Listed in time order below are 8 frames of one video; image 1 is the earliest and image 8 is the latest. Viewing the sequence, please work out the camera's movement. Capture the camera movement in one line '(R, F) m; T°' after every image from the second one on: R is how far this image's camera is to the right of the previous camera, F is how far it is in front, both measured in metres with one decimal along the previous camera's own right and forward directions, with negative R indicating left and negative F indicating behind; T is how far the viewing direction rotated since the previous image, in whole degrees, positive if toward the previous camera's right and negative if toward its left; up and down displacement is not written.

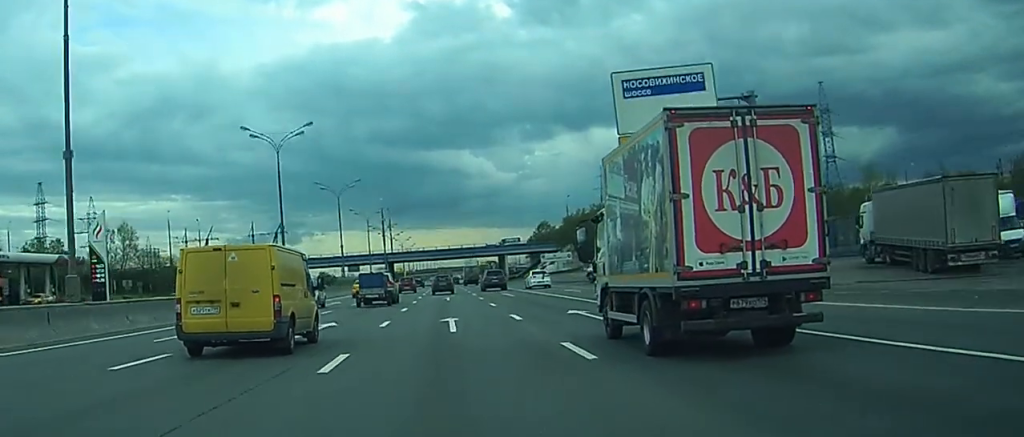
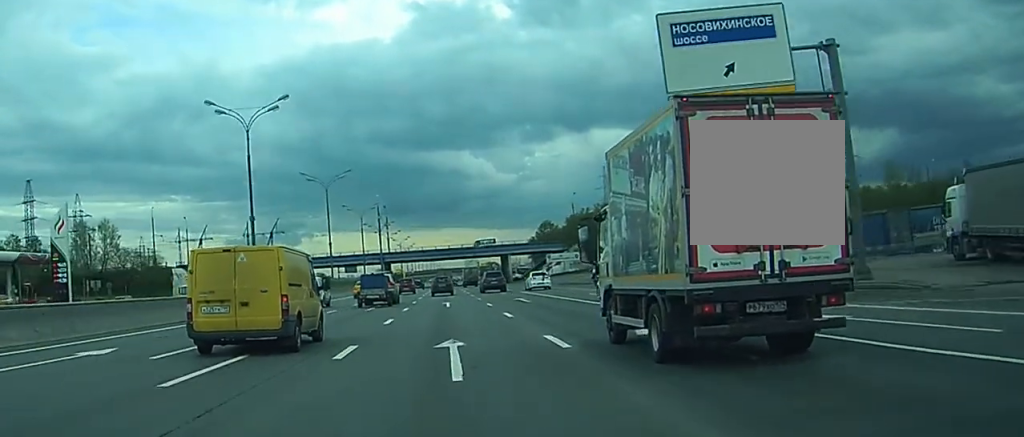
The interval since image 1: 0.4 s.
(0.0, +9.9) m; 0°
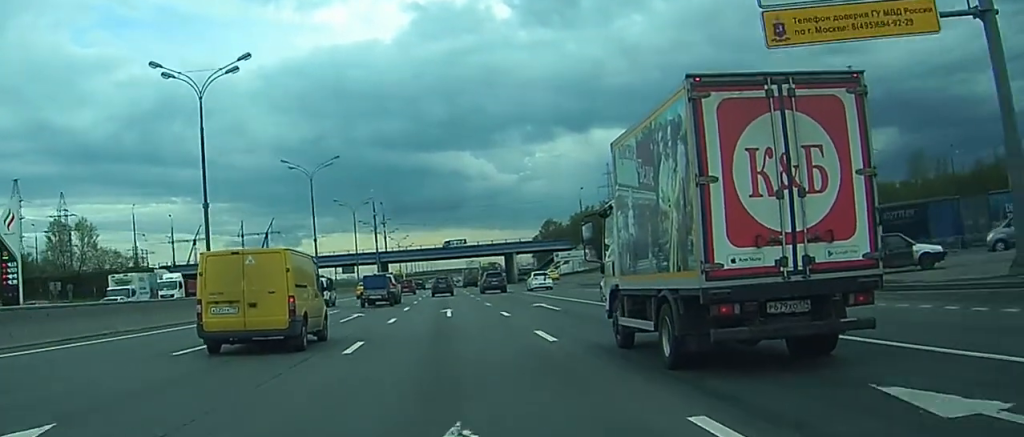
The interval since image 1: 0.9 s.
(0.0, +10.7) m; 0°
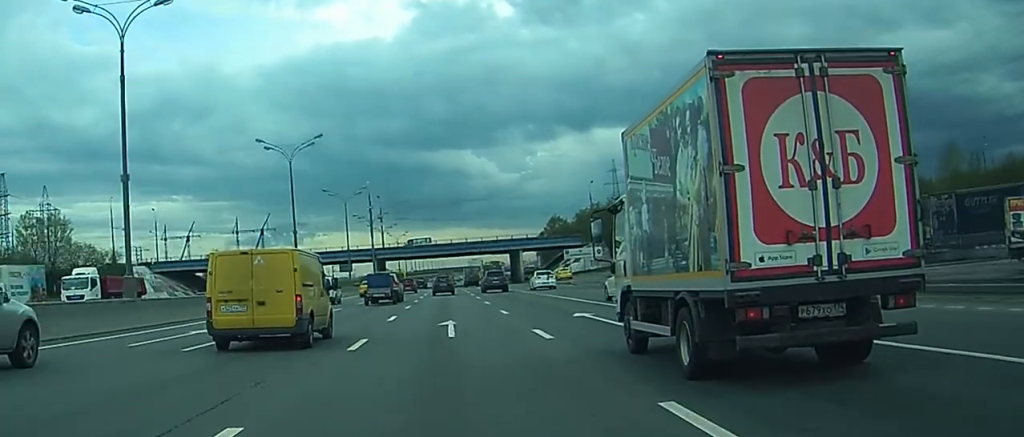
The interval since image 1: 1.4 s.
(0.0, +11.6) m; 0°
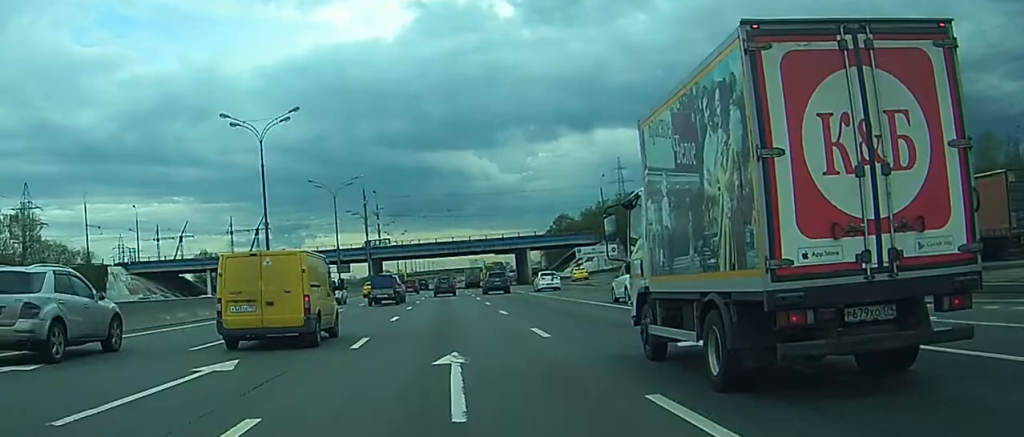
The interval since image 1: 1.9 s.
(0.0, +11.7) m; 0°
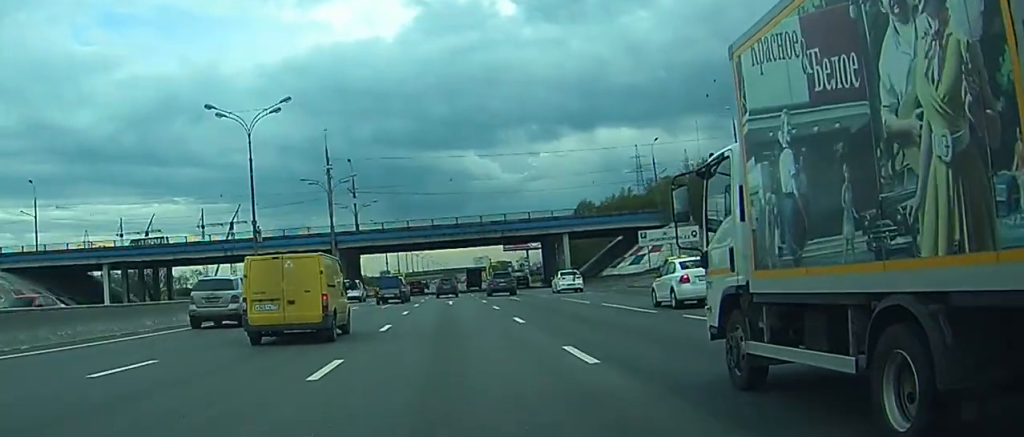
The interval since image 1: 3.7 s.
(-0.1, +43.5) m; 0°
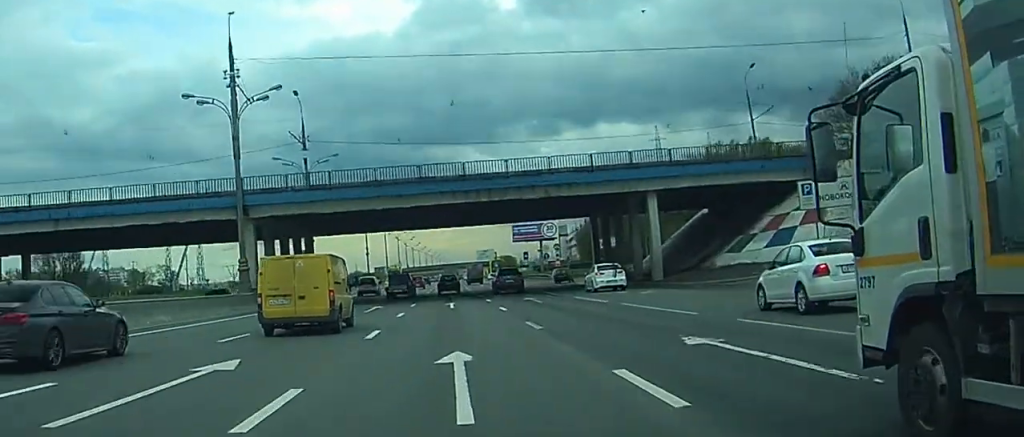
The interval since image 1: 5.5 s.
(-0.2, +42.8) m; -1°
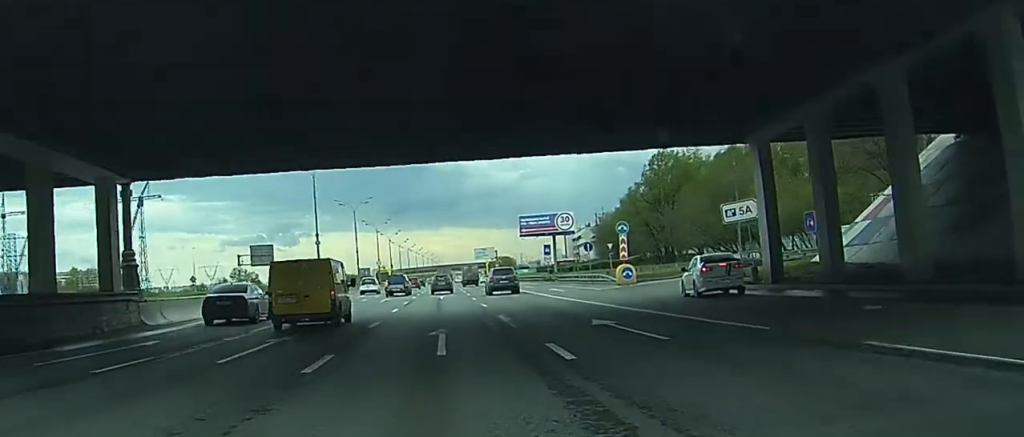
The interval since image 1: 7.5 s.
(-0.1, +45.9) m; 0°
